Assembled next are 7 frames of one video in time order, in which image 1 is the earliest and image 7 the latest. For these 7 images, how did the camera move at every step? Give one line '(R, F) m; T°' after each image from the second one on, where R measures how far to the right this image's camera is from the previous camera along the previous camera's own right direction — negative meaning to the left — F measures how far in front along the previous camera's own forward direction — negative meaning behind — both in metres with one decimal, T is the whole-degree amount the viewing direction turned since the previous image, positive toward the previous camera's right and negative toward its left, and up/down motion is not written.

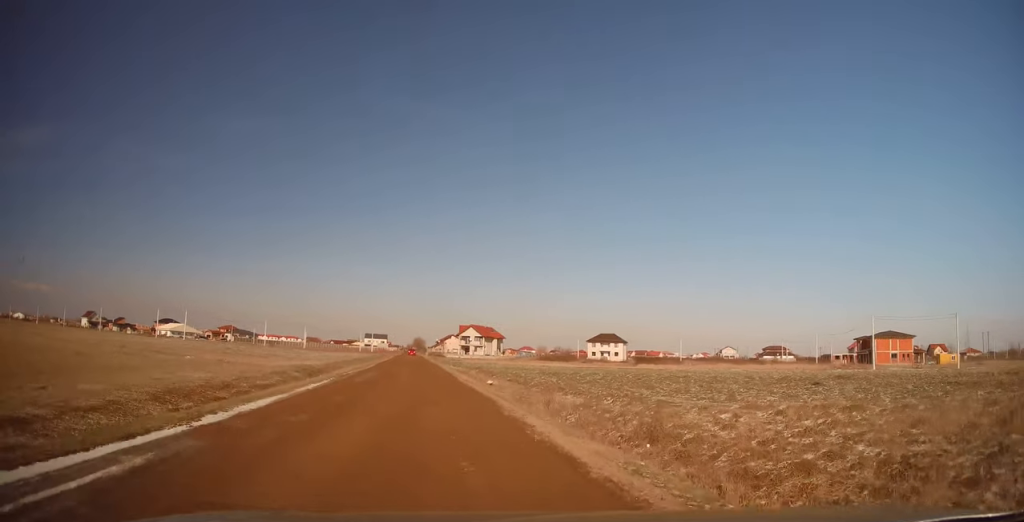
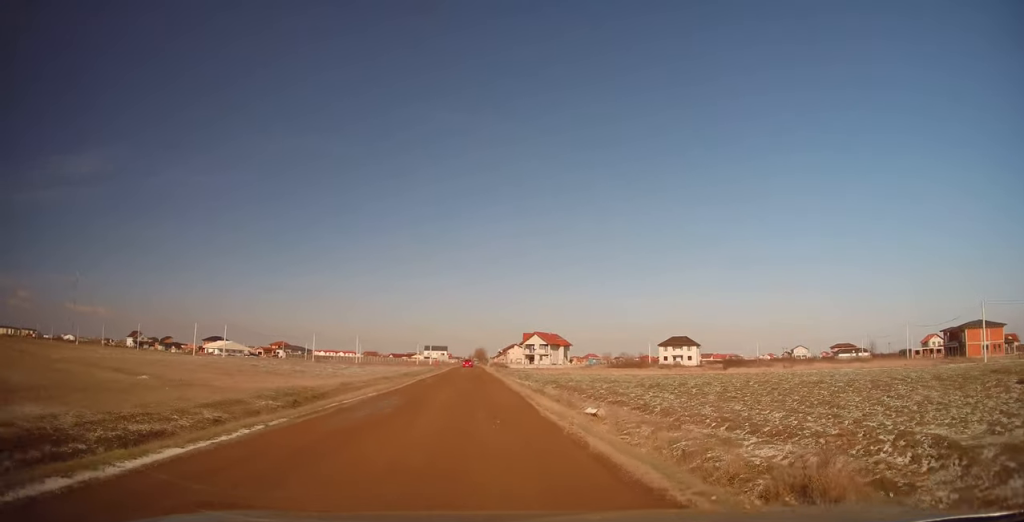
(-0.9, +11.9) m; -5°
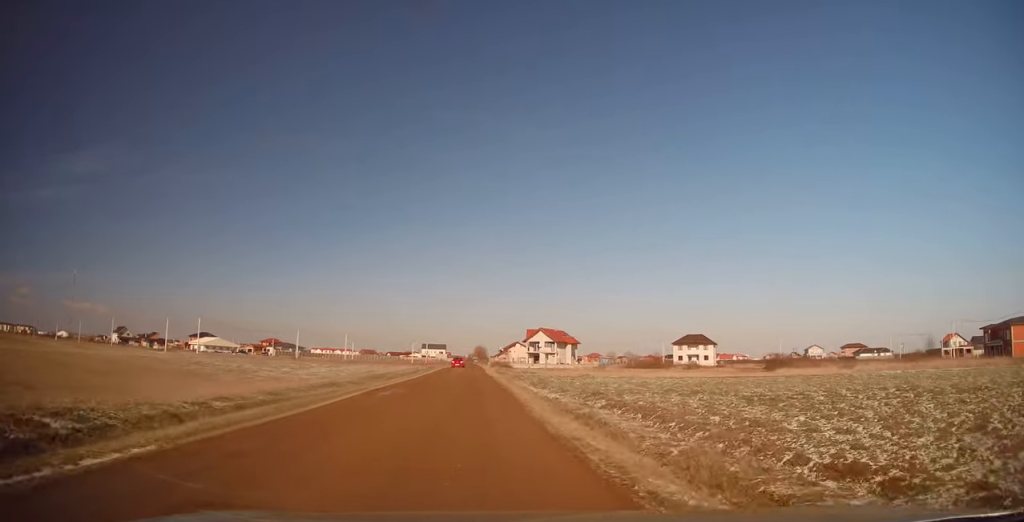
(+0.1, +13.8) m; -1°
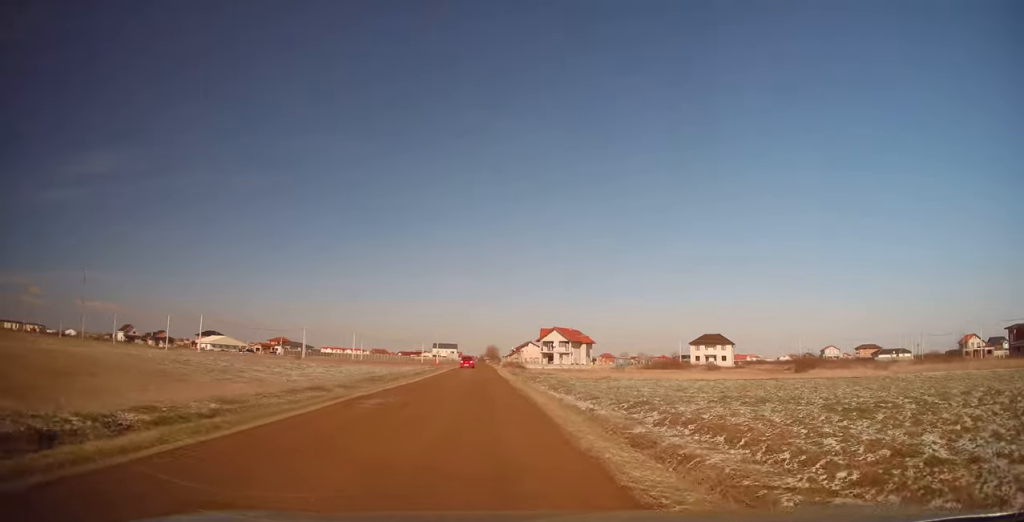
(-0.1, +4.4) m; -2°
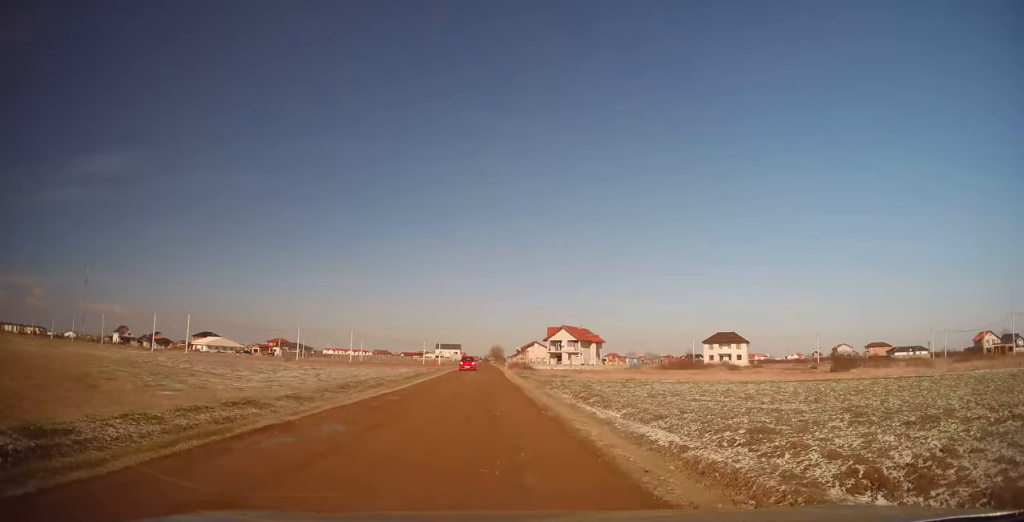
(0.0, +6.9) m; -2°
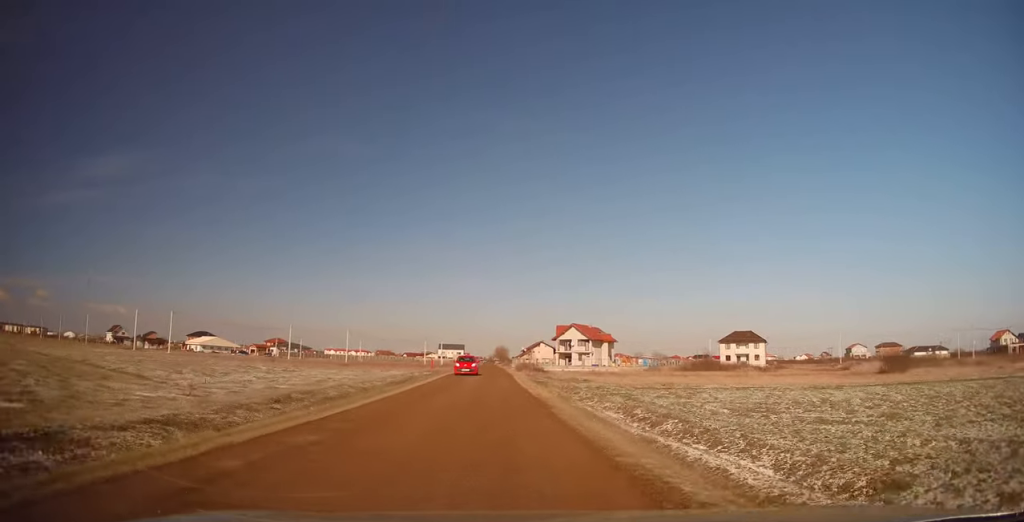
(-0.2, +8.4) m; 0°
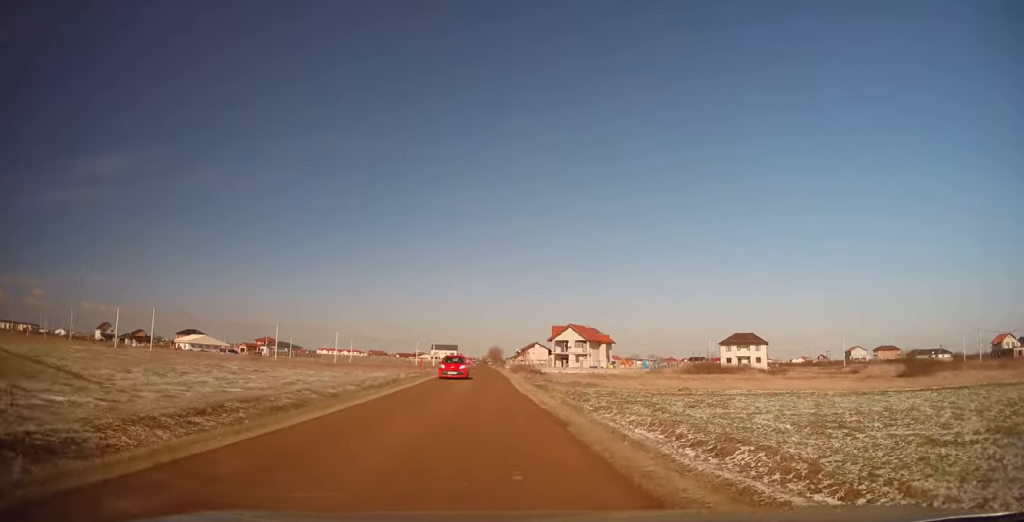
(+0.1, +4.4) m; +2°
